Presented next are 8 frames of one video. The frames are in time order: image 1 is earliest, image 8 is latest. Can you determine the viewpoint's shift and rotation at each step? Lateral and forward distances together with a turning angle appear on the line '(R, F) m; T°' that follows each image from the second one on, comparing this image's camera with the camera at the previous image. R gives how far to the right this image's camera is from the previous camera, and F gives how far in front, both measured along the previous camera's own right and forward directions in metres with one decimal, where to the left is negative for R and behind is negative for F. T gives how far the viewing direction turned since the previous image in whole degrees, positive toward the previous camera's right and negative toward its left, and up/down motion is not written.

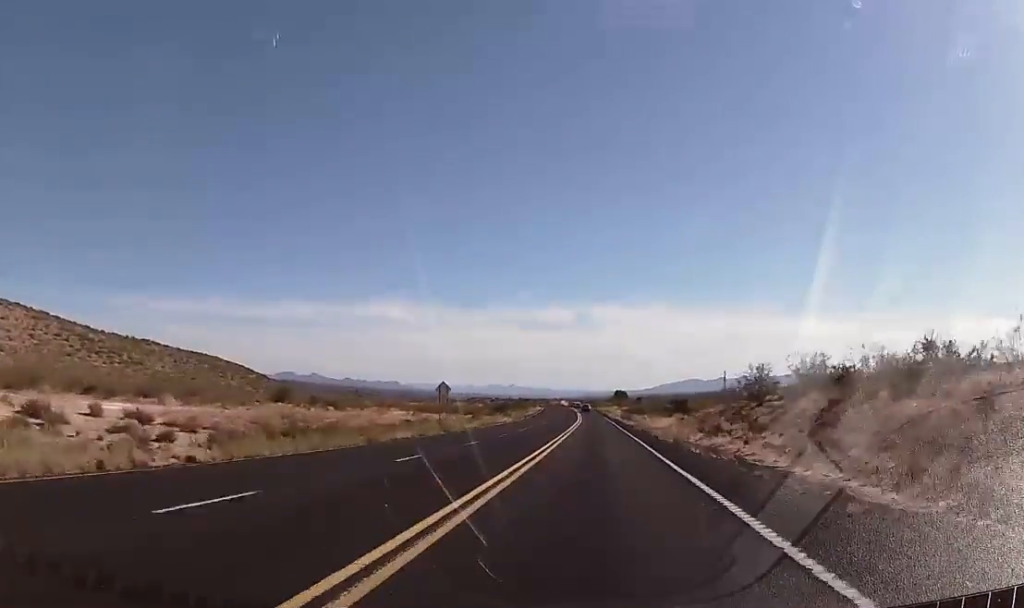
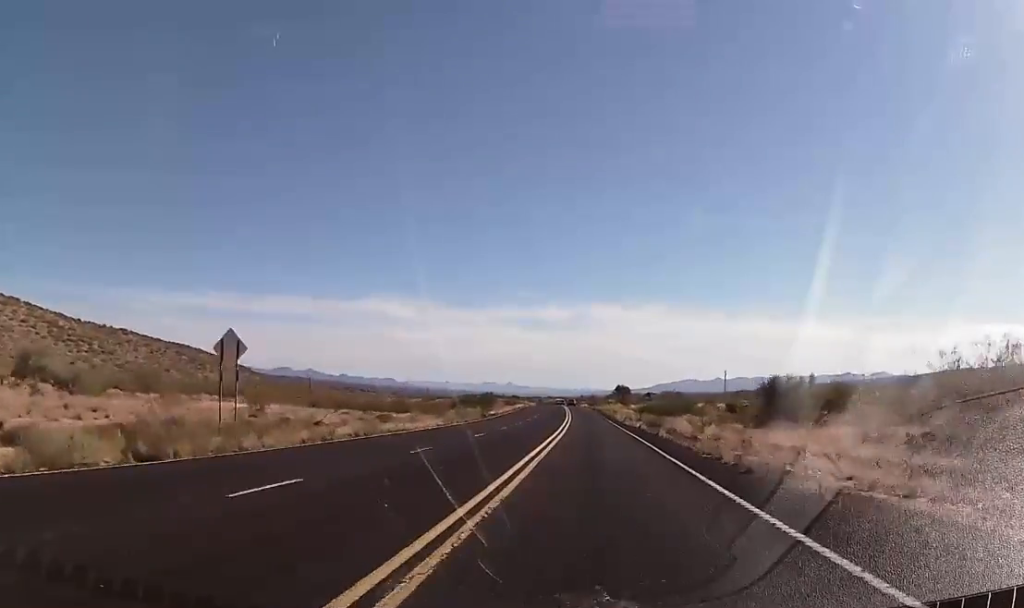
(+0.2, +45.4) m; +1°
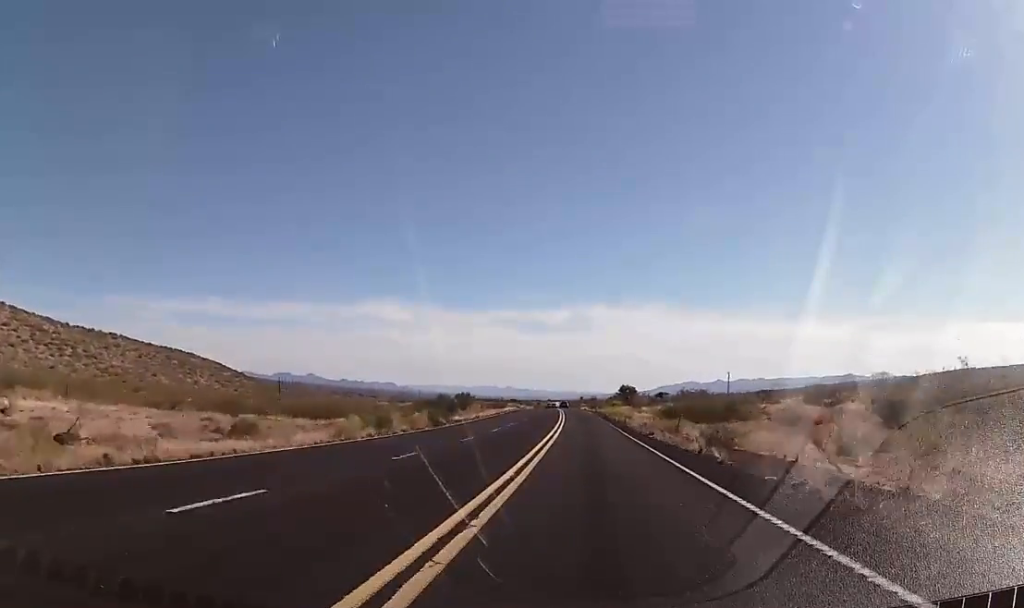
(+0.1, +25.1) m; 0°
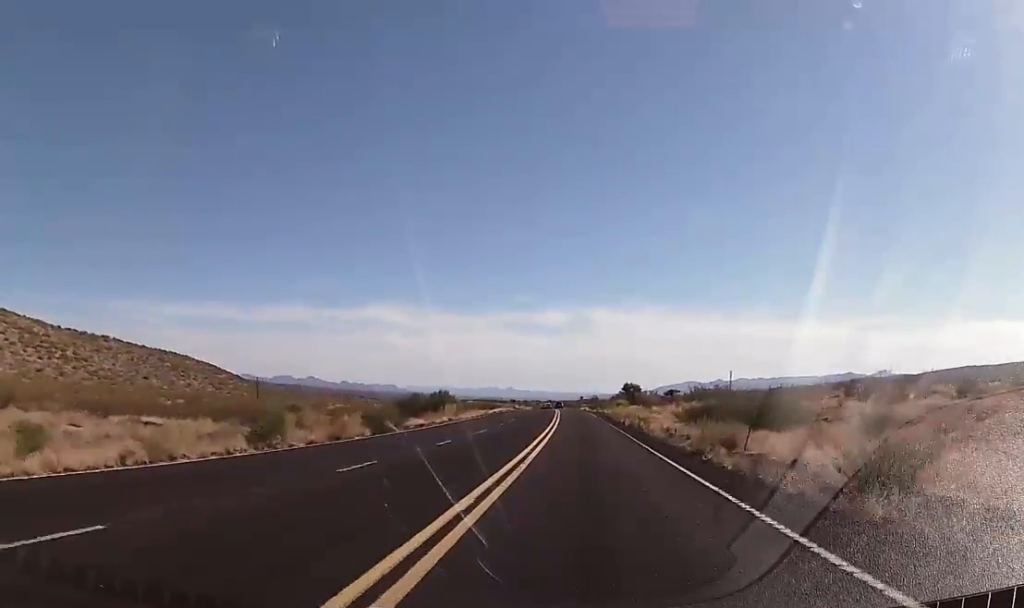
(-0.2, +15.2) m; 0°
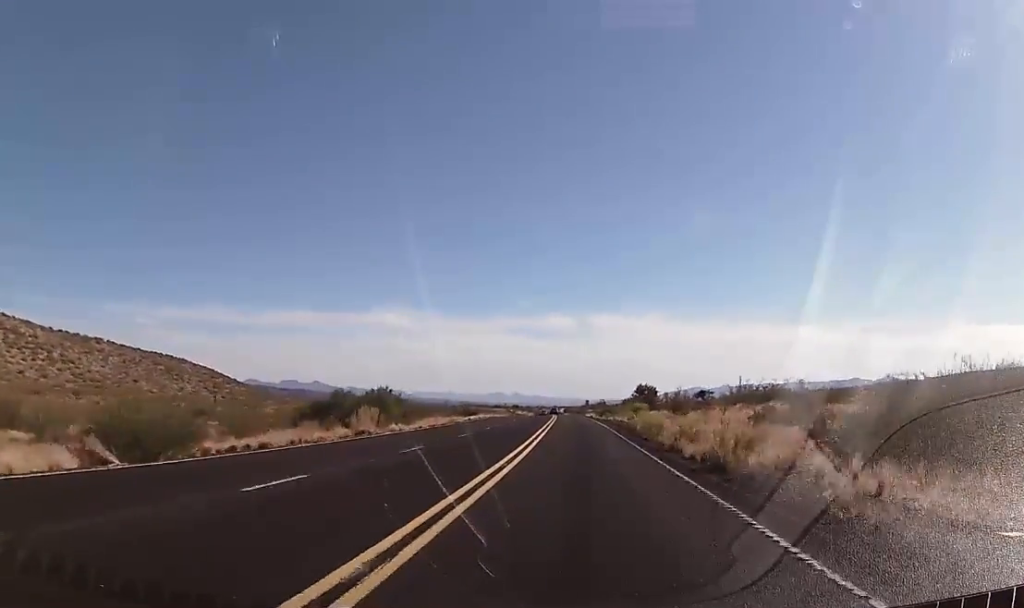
(+0.2, +25.4) m; 0°
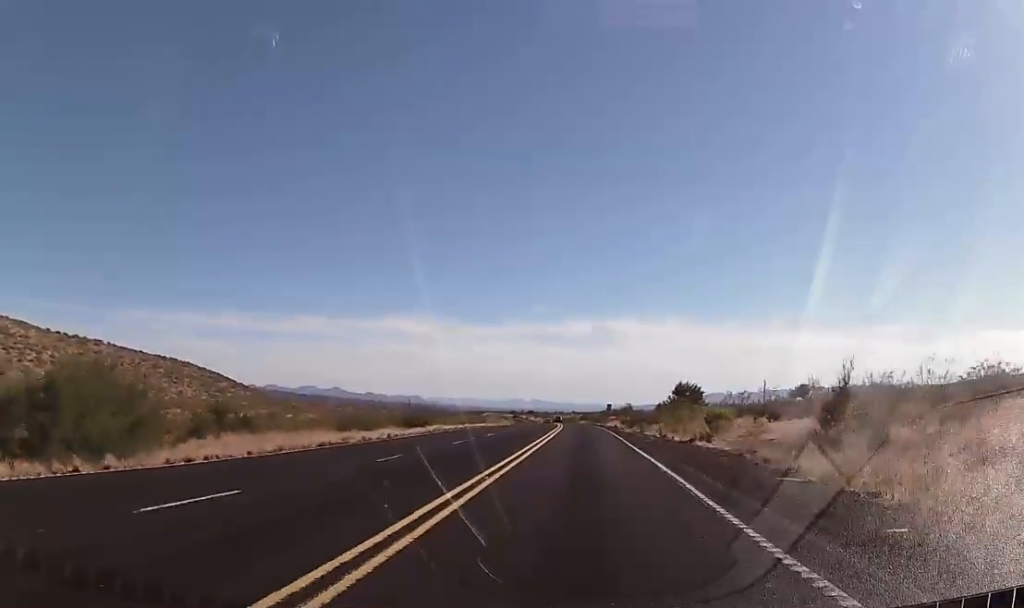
(-0.2, +32.5) m; -1°
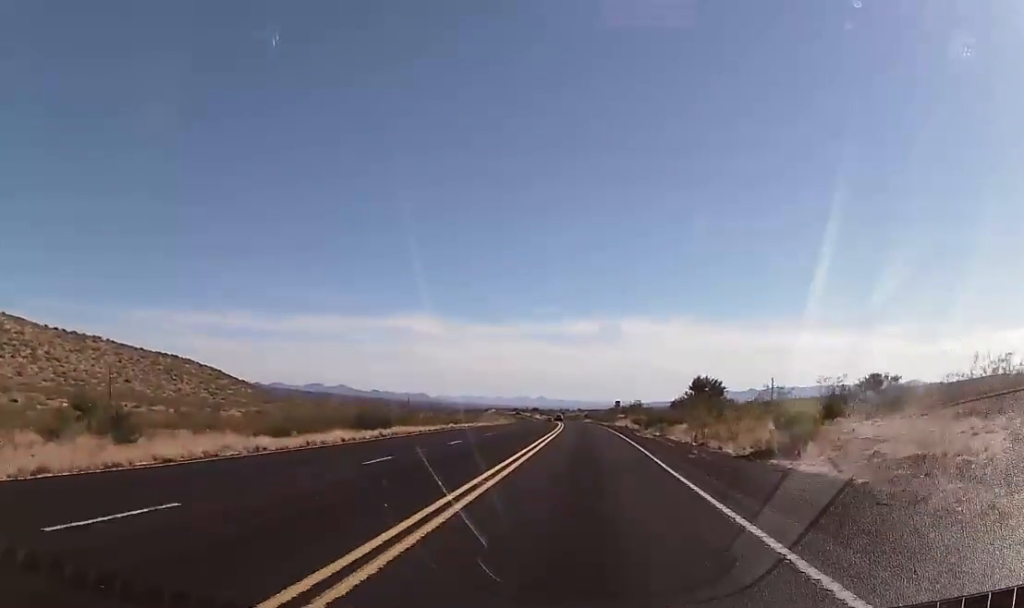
(-0.1, +11.5) m; -1°
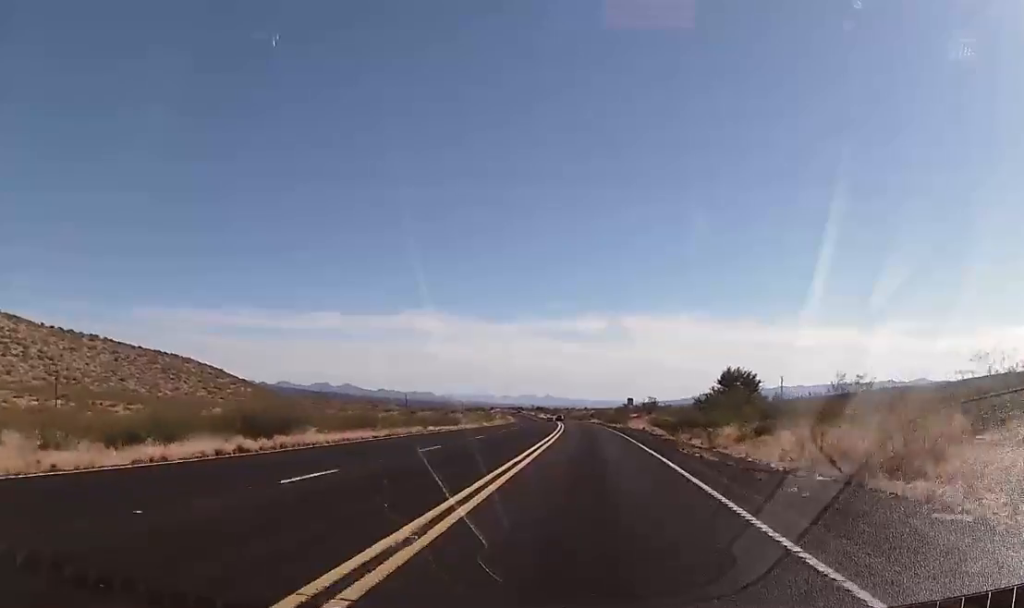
(-0.1, +16.2) m; -1°
